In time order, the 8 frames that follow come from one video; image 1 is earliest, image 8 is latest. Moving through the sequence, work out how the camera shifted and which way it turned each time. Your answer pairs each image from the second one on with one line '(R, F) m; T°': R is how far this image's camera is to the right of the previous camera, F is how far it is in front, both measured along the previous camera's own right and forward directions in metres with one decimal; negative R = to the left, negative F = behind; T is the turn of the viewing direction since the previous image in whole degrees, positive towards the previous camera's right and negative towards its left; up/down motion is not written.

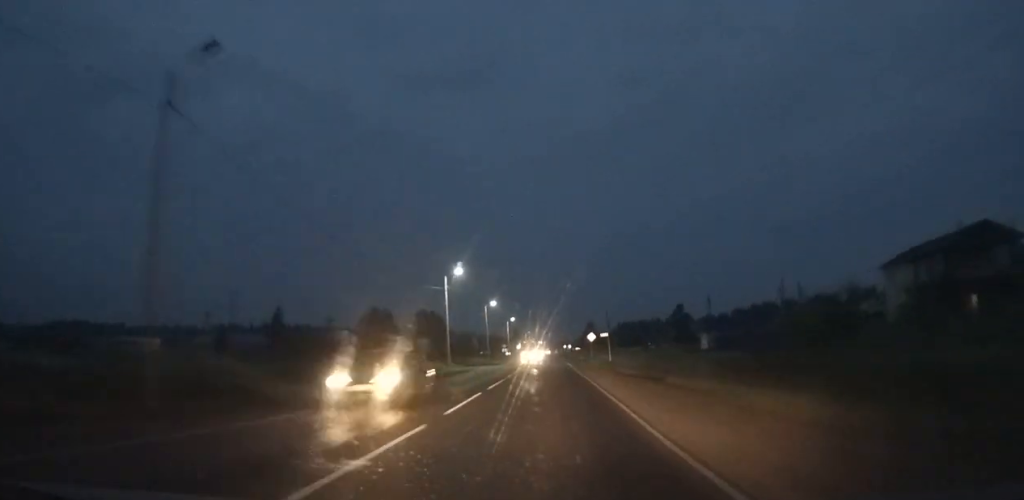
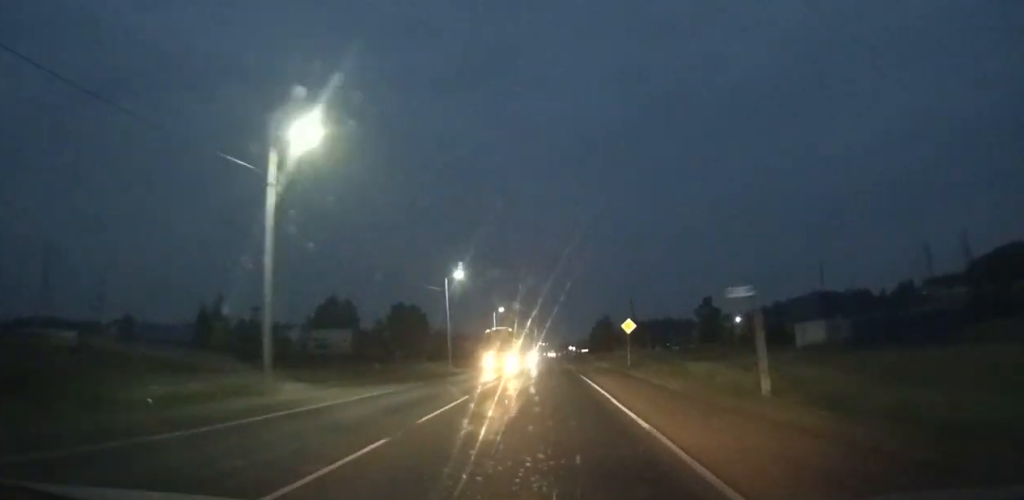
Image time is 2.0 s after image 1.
(0.0, +33.1) m; 0°
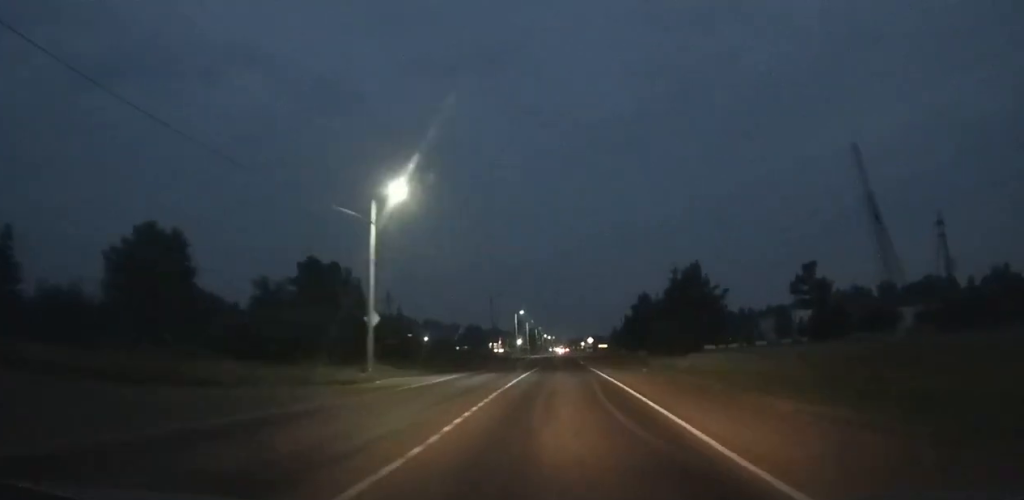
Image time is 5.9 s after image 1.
(-0.1, +67.6) m; 0°
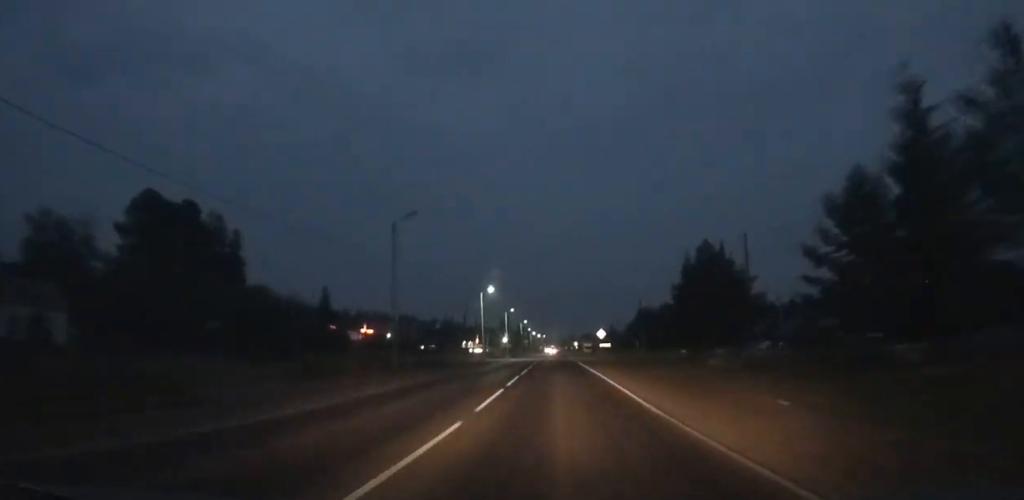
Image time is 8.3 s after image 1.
(0.0, +43.2) m; 0°
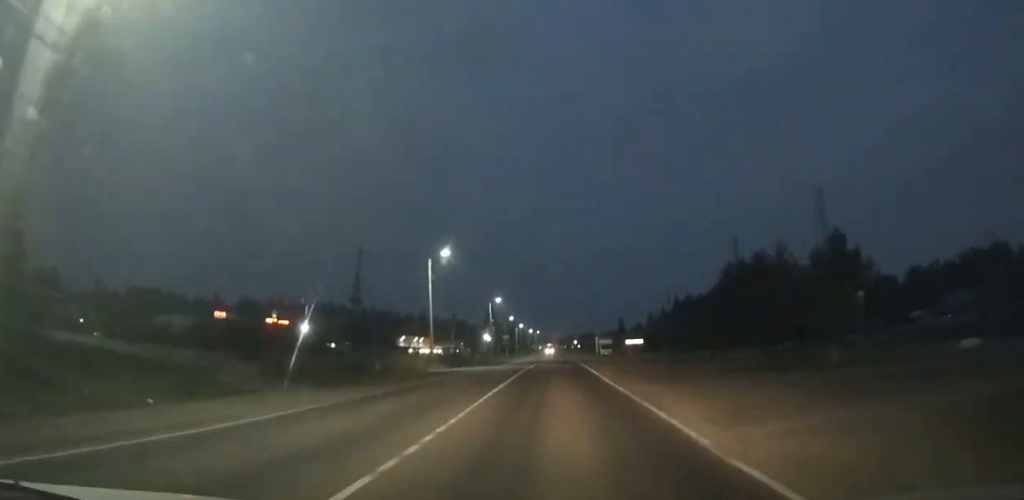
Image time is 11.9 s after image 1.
(+0.2, +64.5) m; 0°
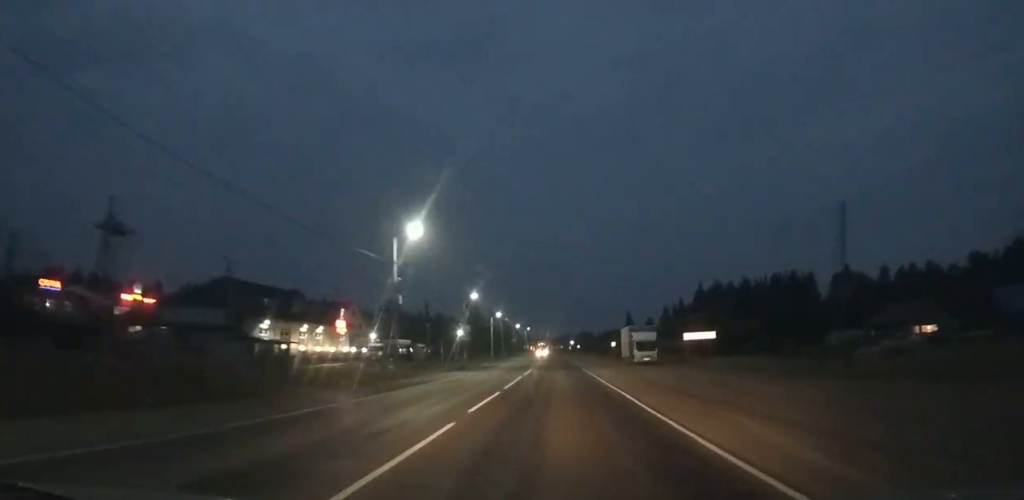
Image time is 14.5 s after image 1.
(+0.2, +45.8) m; 0°
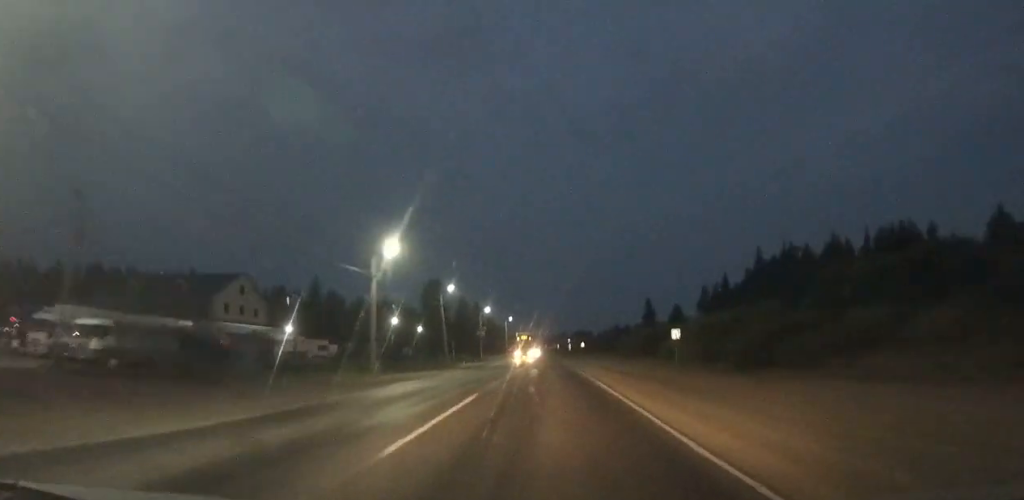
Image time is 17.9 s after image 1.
(+0.3, +59.2) m; 0°
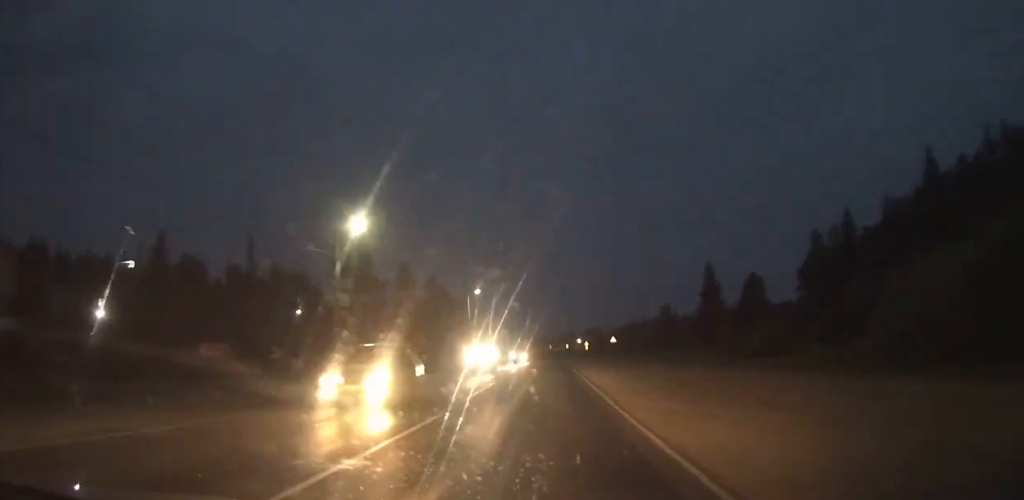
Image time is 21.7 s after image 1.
(-0.2, +68.4) m; -1°
